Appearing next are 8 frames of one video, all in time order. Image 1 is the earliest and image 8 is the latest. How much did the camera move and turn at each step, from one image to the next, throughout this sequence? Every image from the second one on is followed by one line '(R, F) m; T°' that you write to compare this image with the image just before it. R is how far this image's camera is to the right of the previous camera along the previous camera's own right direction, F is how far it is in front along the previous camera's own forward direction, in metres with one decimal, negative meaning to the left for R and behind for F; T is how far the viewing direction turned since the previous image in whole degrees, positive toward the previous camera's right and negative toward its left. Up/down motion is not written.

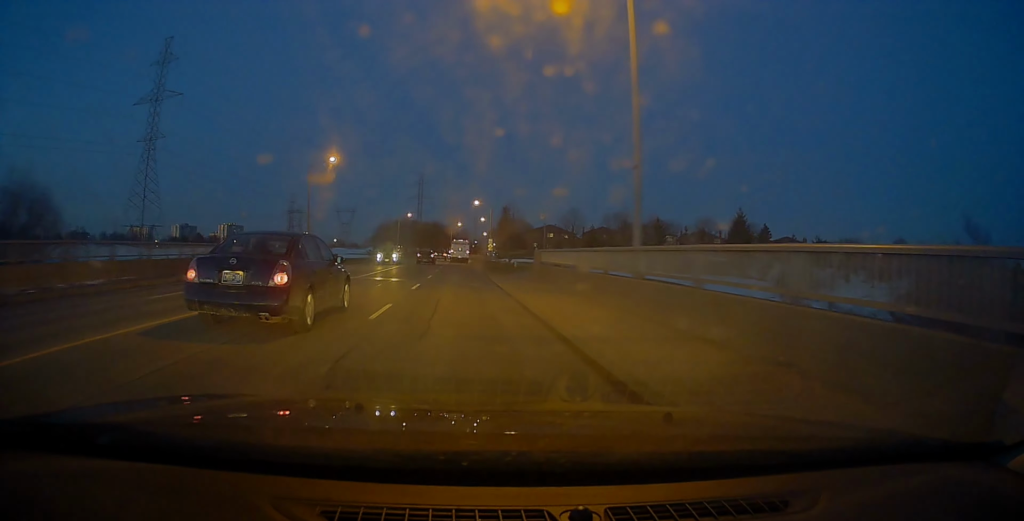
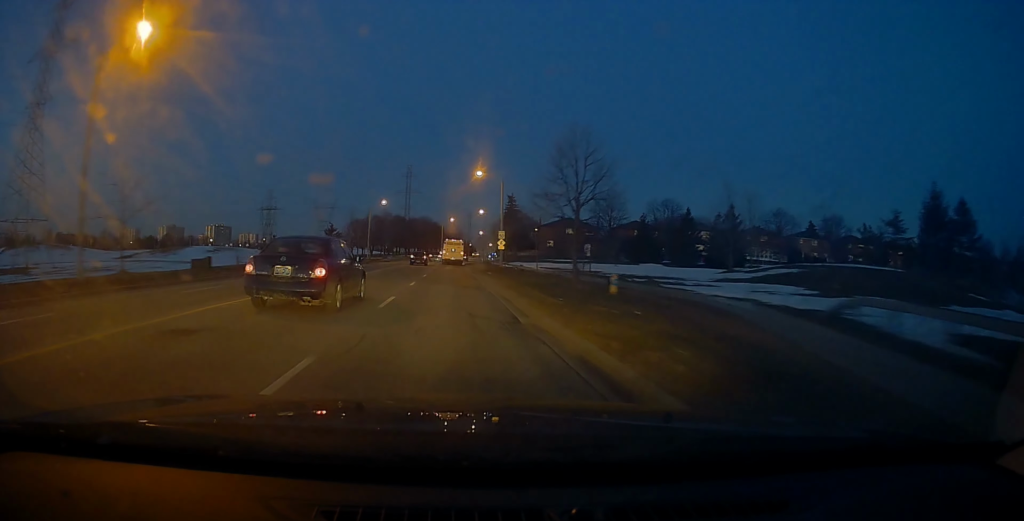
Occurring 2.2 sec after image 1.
(+0.5, +33.3) m; +1°
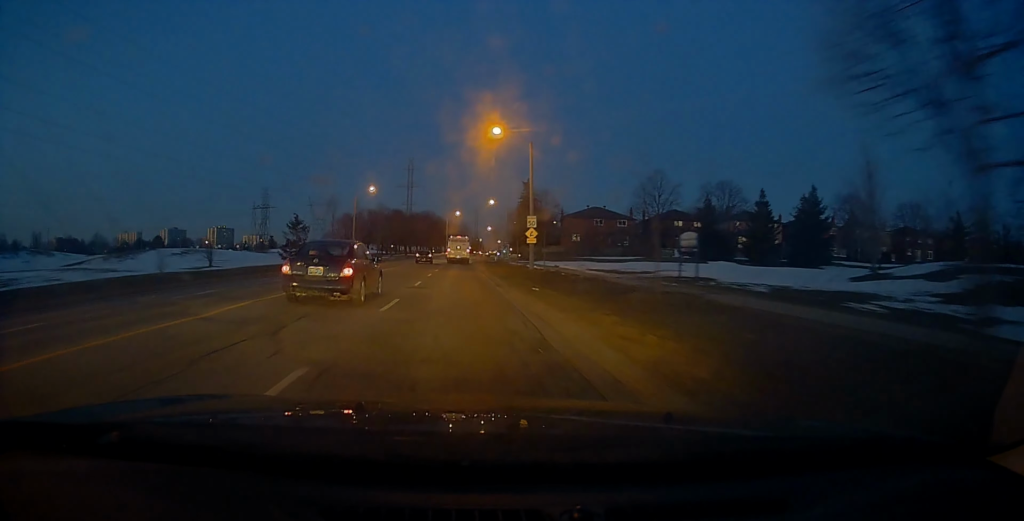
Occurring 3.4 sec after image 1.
(-0.3, +18.8) m; -1°
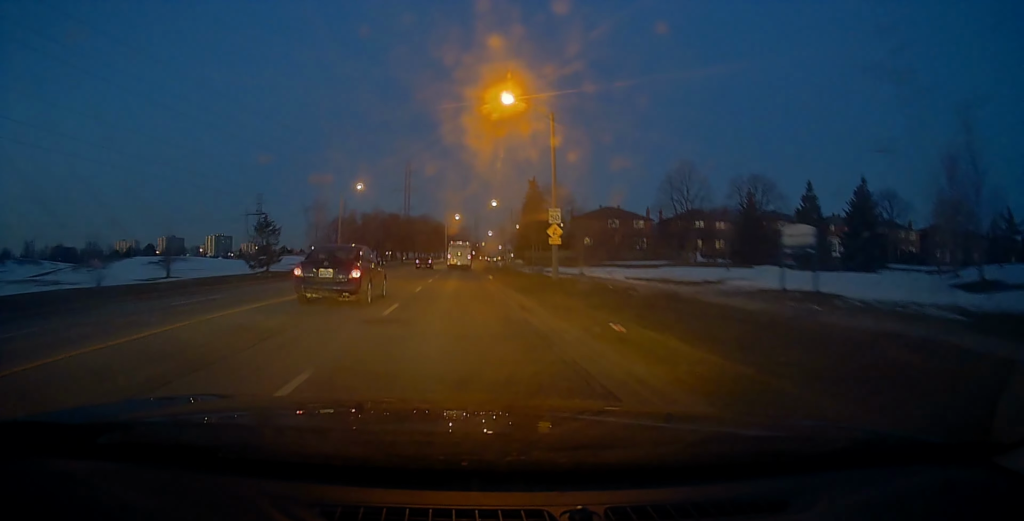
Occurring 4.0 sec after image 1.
(-0.1, +9.1) m; 0°
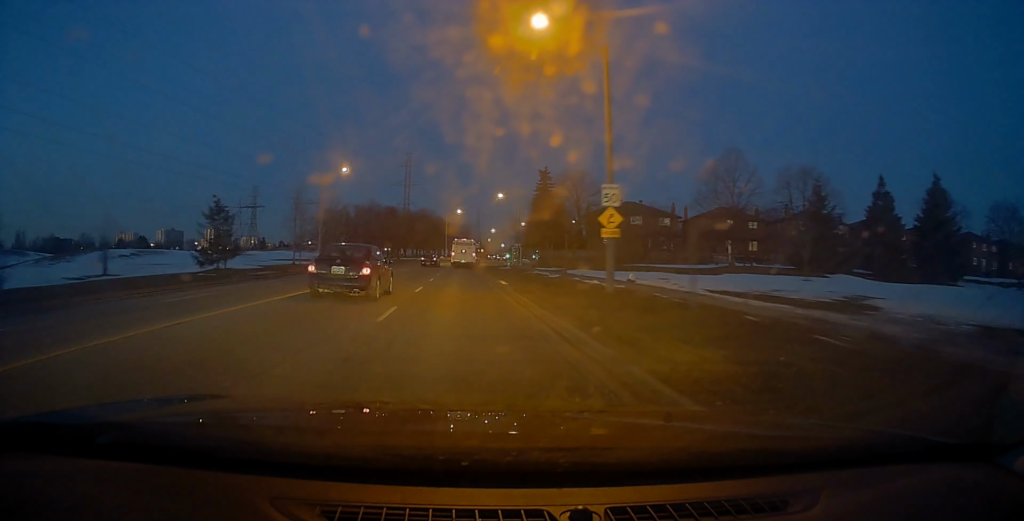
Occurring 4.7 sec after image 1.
(+0.3, +10.1) m; +1°
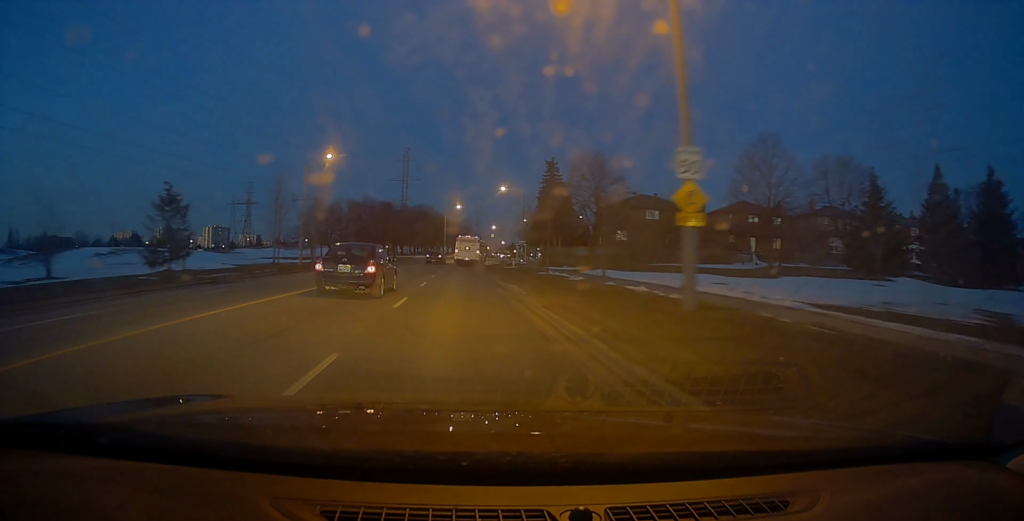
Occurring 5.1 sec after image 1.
(0.0, +6.5) m; 0°
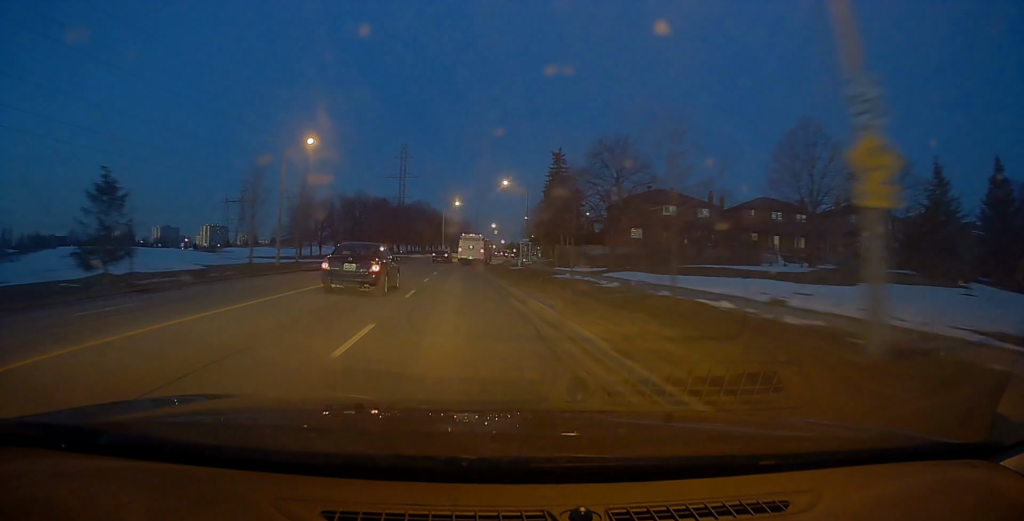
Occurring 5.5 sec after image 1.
(-0.1, +6.0) m; 0°
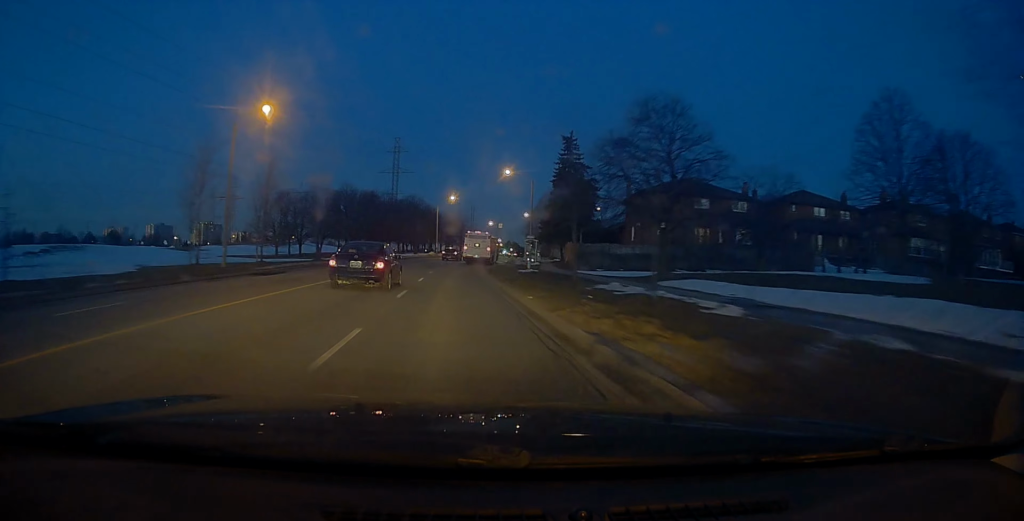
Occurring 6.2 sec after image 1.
(0.0, +9.6) m; 0°
